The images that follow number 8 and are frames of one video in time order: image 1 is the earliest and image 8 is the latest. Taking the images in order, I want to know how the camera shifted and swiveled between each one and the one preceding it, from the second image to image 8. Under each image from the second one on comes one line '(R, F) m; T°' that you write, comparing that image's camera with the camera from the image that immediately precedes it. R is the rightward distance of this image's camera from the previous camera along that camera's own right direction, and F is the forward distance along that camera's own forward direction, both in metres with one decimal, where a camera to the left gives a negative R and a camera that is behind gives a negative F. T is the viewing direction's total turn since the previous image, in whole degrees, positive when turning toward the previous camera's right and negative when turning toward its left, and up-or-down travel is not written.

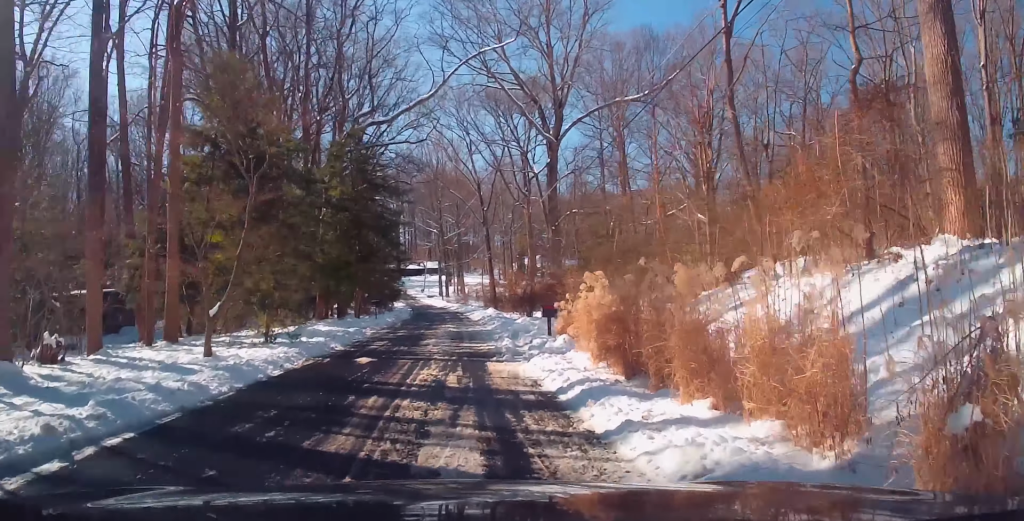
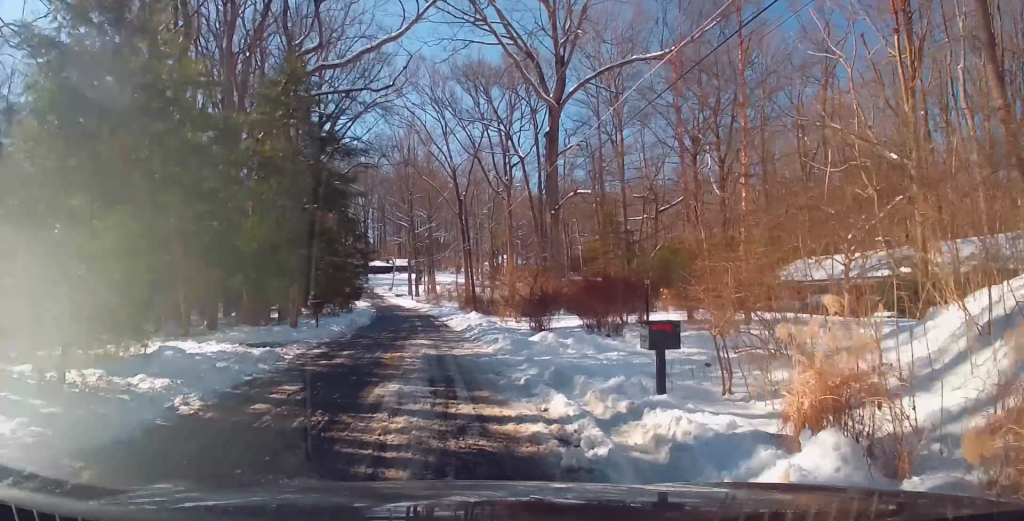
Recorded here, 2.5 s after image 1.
(0.0, +9.8) m; -1°
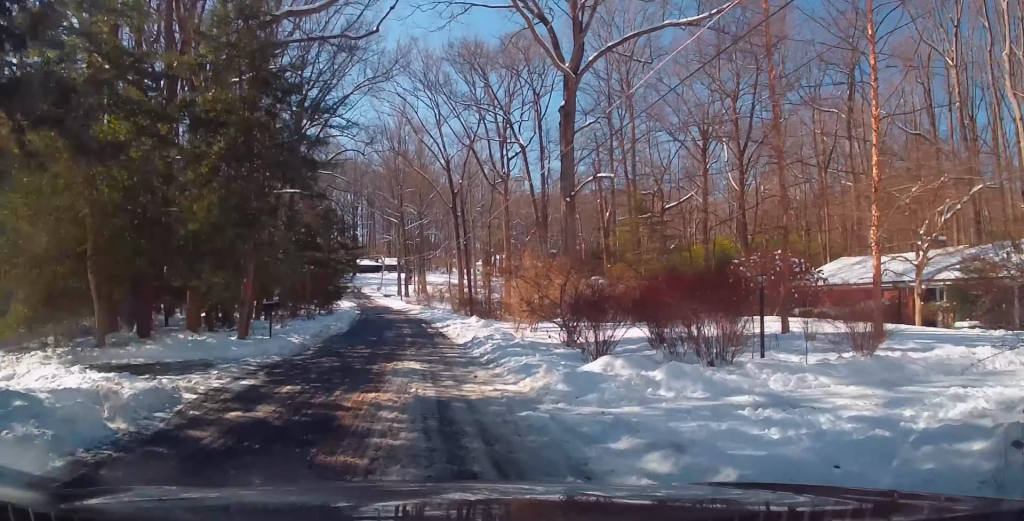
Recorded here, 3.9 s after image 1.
(0.0, +6.0) m; -2°
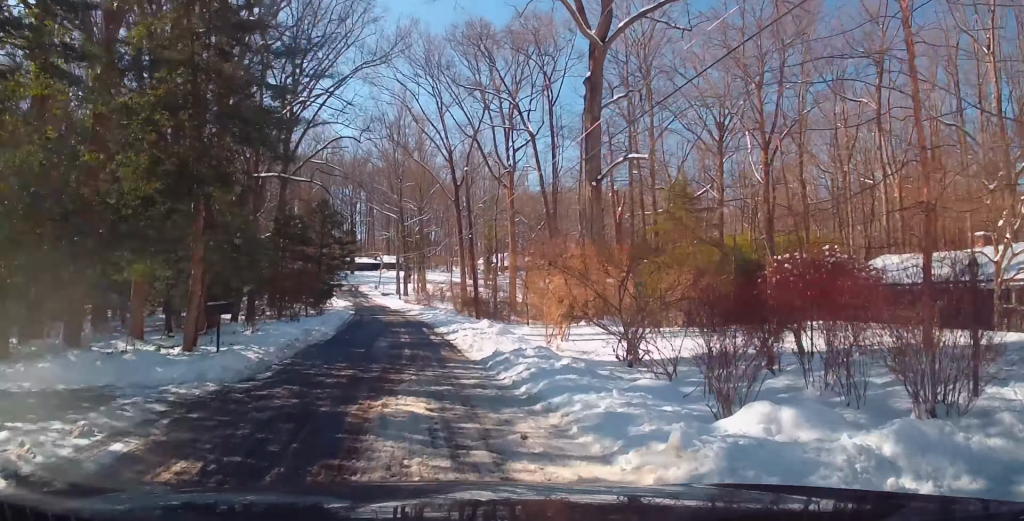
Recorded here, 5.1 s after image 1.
(-0.3, +4.8) m; 0°
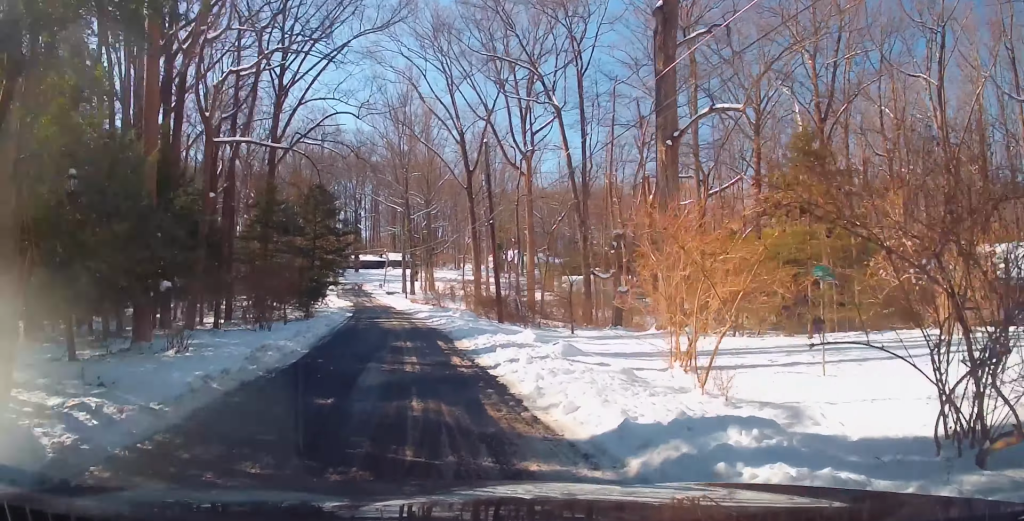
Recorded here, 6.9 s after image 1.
(+0.1, +7.9) m; 0°
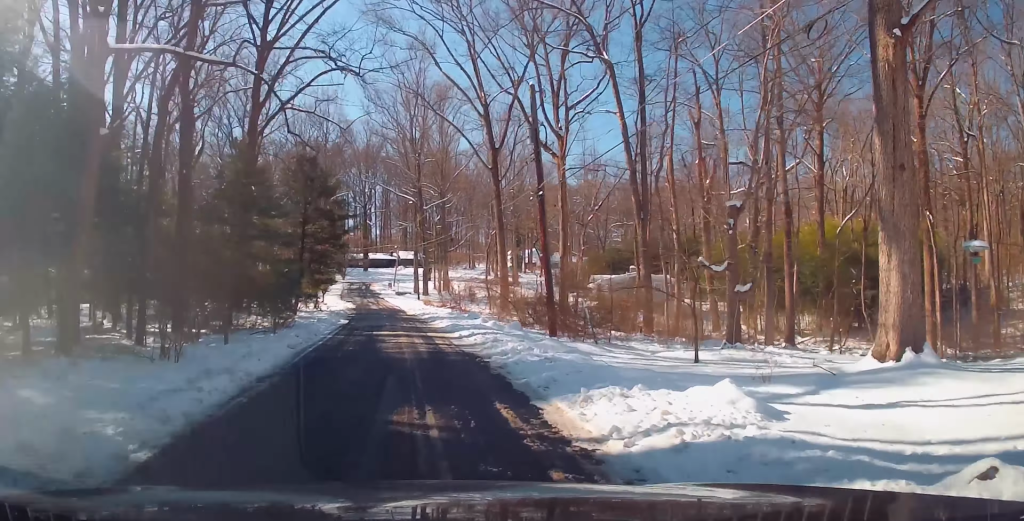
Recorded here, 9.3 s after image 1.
(-0.1, +10.3) m; -1°
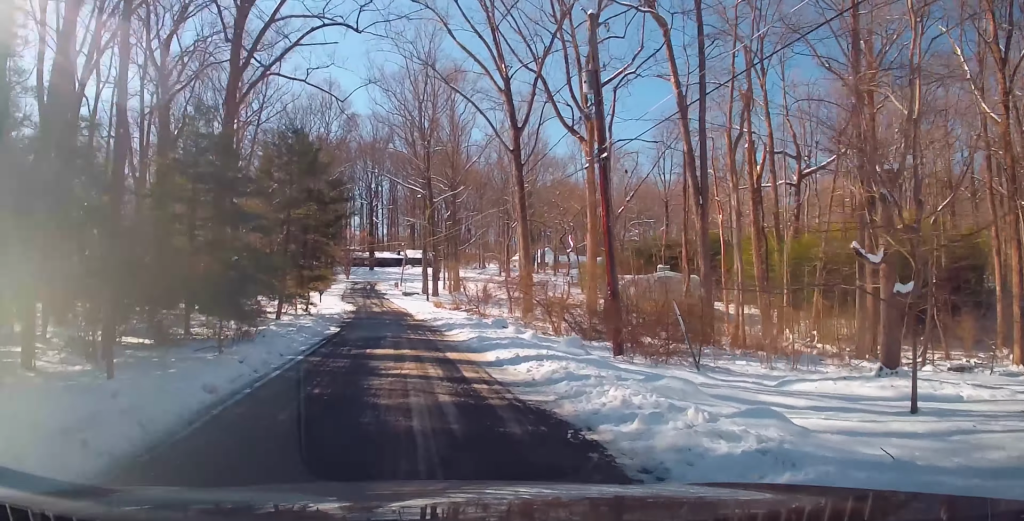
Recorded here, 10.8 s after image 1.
(0.0, +7.2) m; 0°
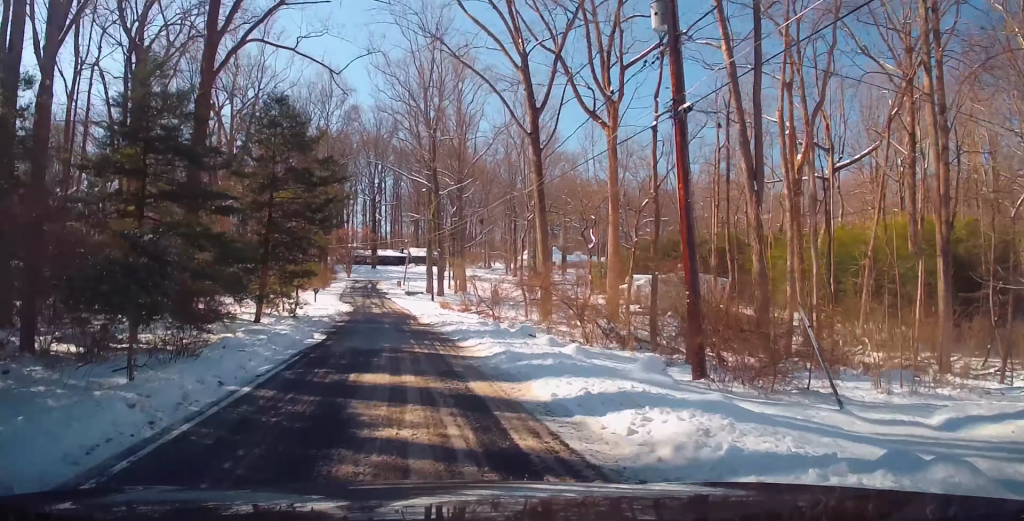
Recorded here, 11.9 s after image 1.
(+0.1, +5.1) m; 0°
